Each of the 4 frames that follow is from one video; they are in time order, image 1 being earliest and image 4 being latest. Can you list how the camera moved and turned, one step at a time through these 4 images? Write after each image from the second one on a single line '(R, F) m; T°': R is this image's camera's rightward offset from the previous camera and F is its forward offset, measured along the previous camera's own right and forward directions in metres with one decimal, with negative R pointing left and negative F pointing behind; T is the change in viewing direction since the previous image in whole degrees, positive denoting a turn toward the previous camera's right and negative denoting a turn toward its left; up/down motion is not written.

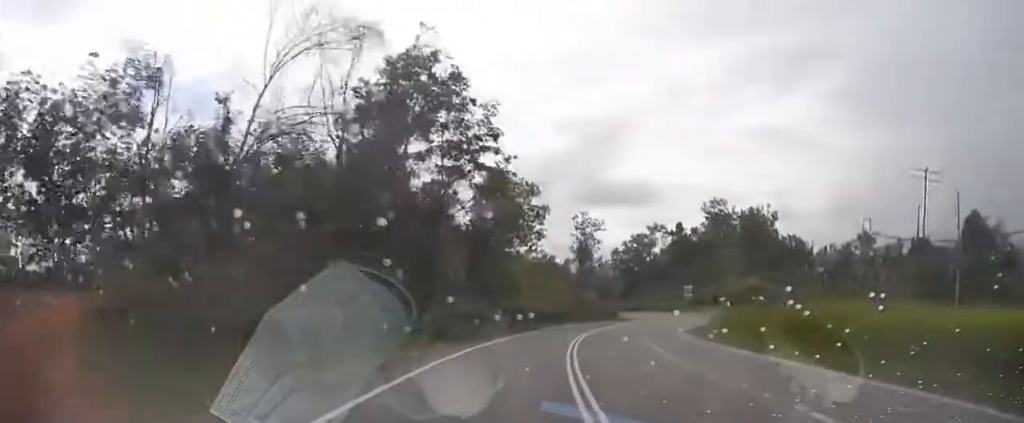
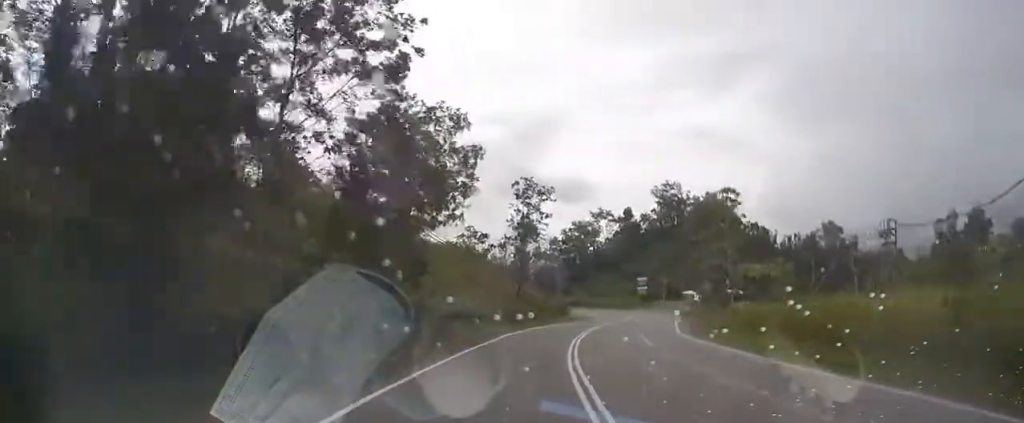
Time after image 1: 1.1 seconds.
(+1.2, +20.0) m; +8°
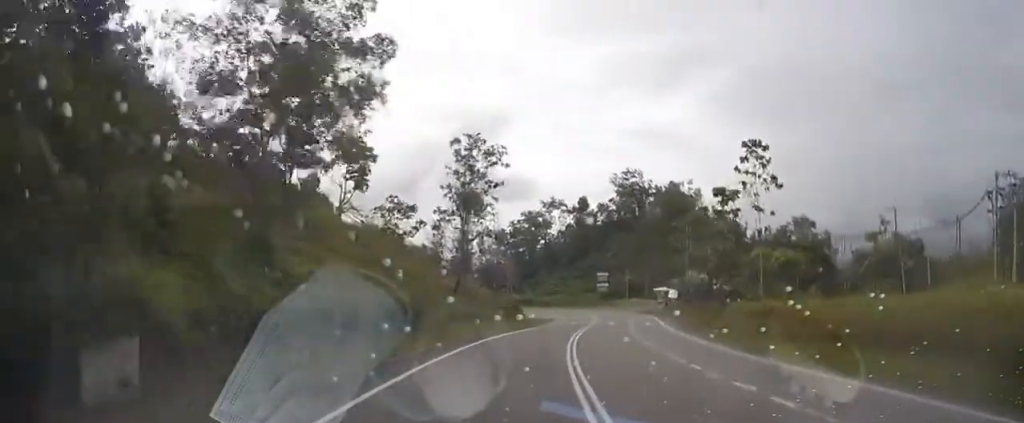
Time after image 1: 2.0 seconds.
(+1.1, +15.2) m; +6°
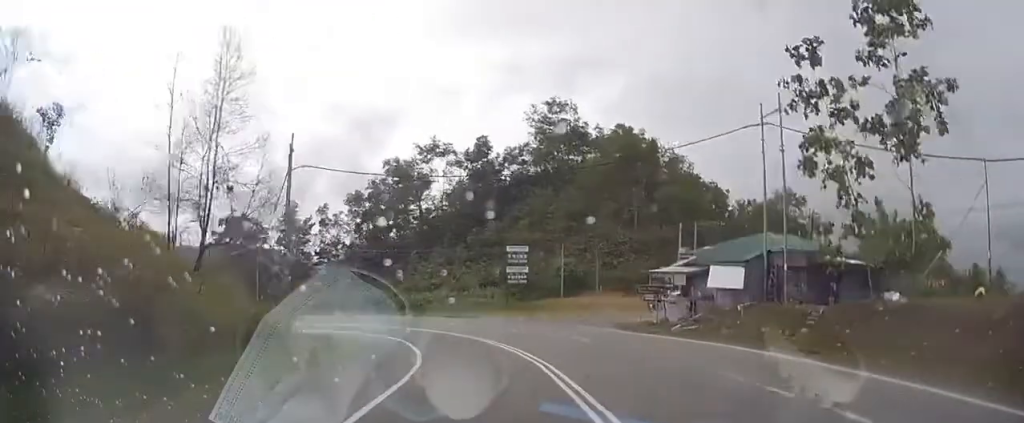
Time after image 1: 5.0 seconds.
(+6.9, +50.3) m; +9°
